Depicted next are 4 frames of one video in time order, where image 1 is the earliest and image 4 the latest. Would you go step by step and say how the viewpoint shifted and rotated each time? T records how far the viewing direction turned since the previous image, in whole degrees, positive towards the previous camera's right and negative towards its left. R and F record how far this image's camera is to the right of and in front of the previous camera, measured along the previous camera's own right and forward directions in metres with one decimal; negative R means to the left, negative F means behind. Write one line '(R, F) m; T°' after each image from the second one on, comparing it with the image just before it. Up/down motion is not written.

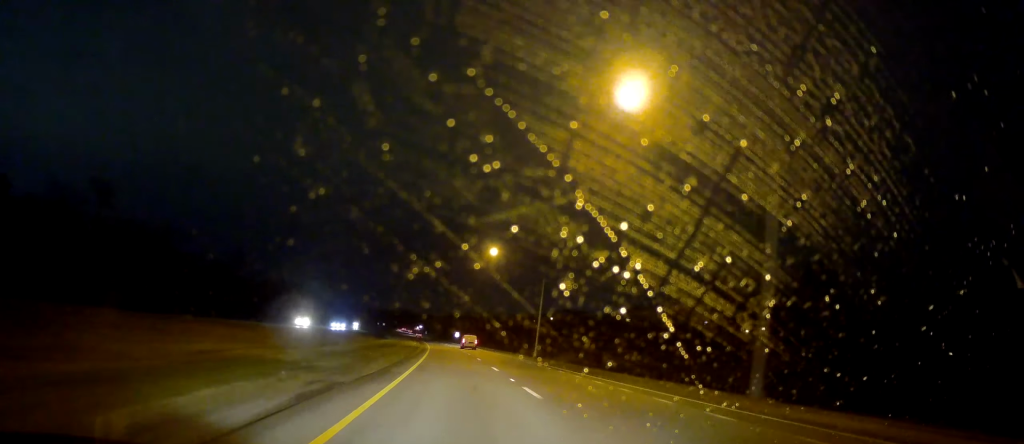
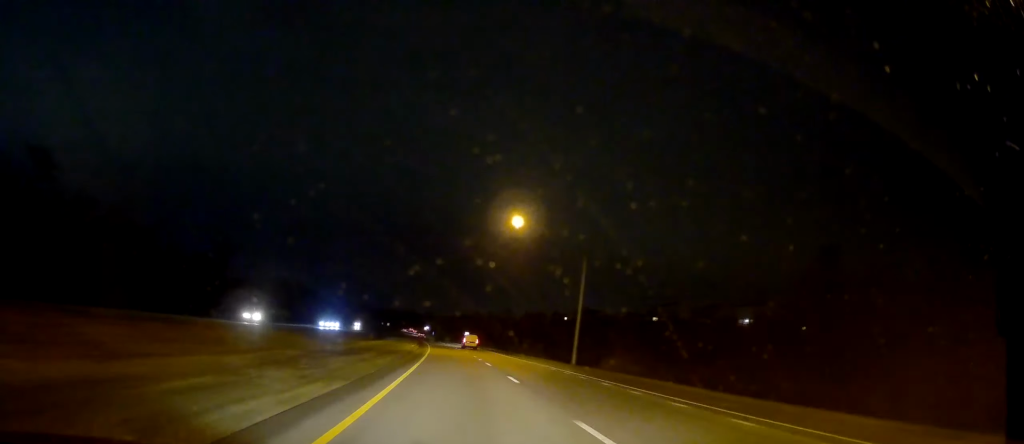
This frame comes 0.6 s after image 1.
(-0.1, +19.0) m; -1°
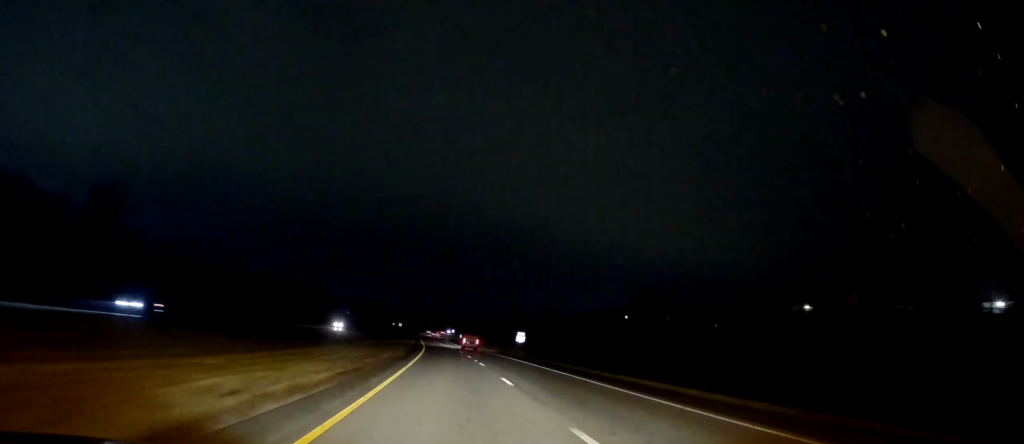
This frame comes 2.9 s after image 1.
(-1.4, +73.5) m; -2°
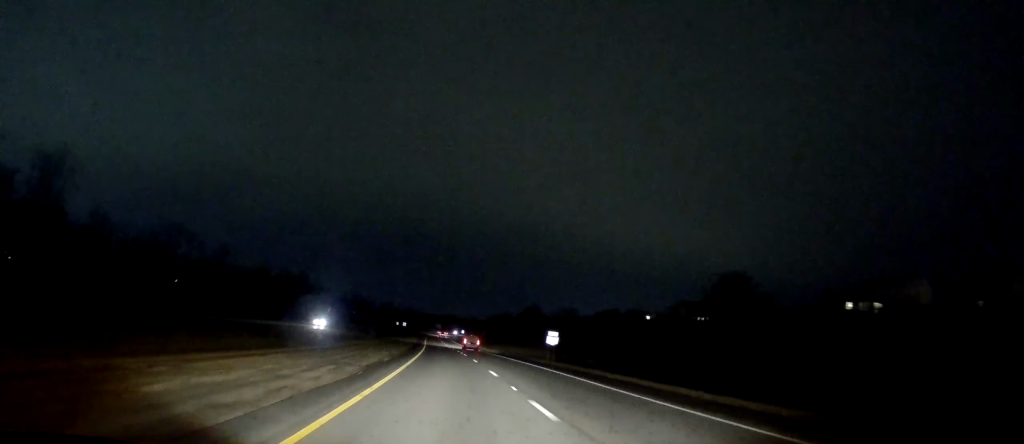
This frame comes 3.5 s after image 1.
(-0.1, +20.4) m; -1°
